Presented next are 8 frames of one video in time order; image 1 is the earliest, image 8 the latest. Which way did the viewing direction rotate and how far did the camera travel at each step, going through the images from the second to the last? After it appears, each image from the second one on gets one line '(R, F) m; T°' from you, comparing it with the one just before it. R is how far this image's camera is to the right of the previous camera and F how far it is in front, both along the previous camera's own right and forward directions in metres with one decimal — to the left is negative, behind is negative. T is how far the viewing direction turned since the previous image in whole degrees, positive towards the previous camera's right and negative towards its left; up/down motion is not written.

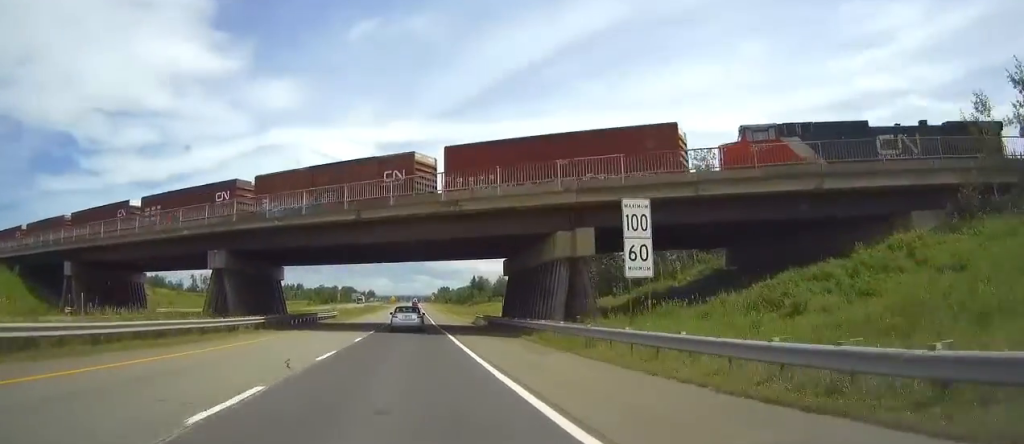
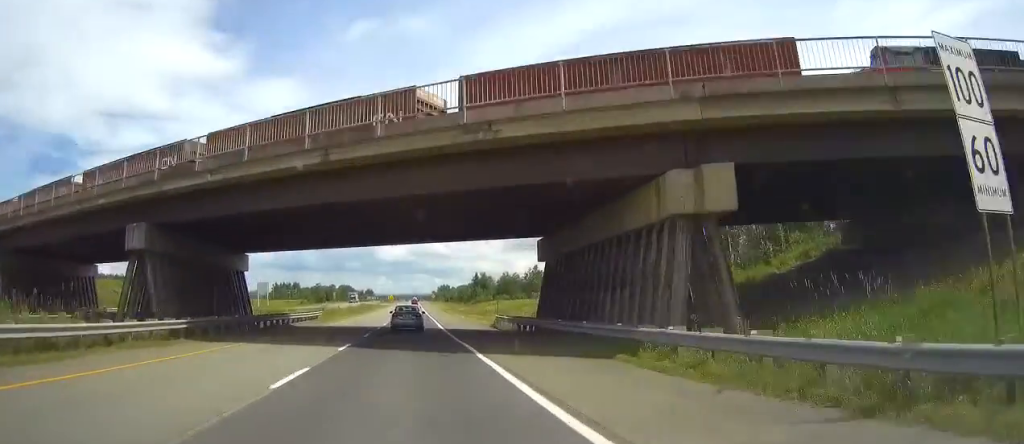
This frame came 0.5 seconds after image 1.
(+0.1, +14.3) m; 0°
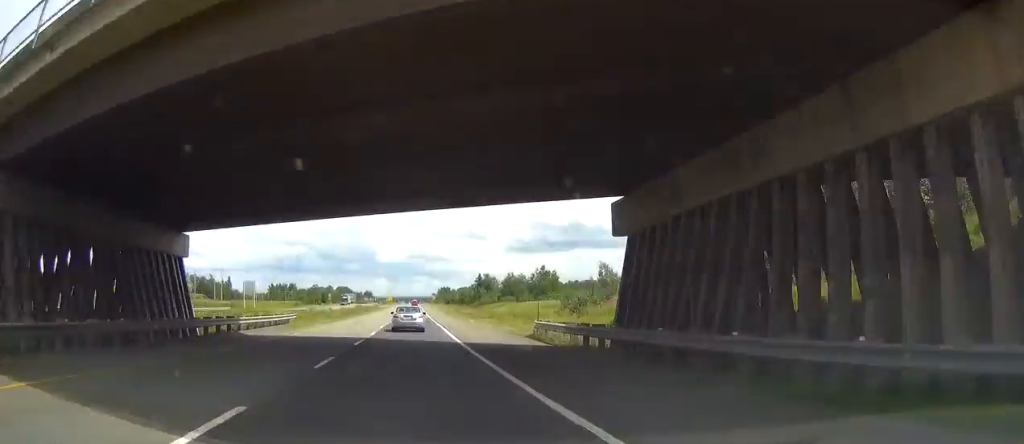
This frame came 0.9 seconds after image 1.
(0.0, +14.3) m; 0°
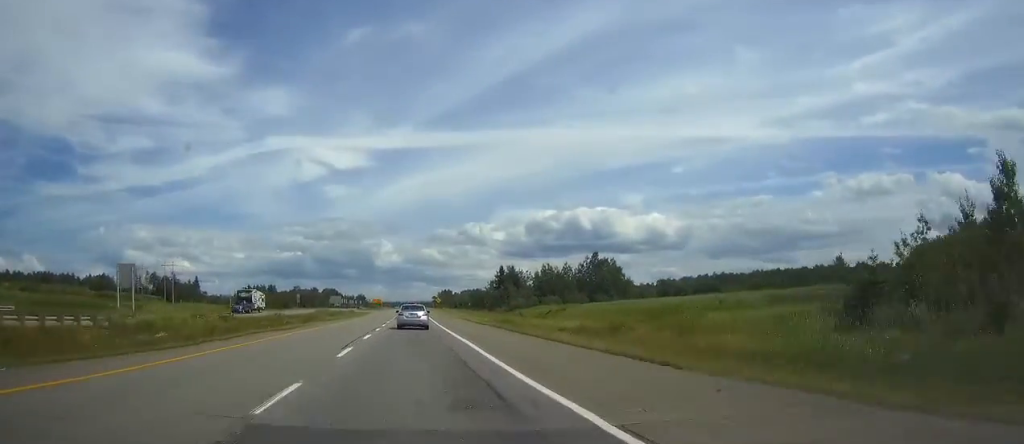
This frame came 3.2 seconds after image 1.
(+0.1, +69.2) m; +1°
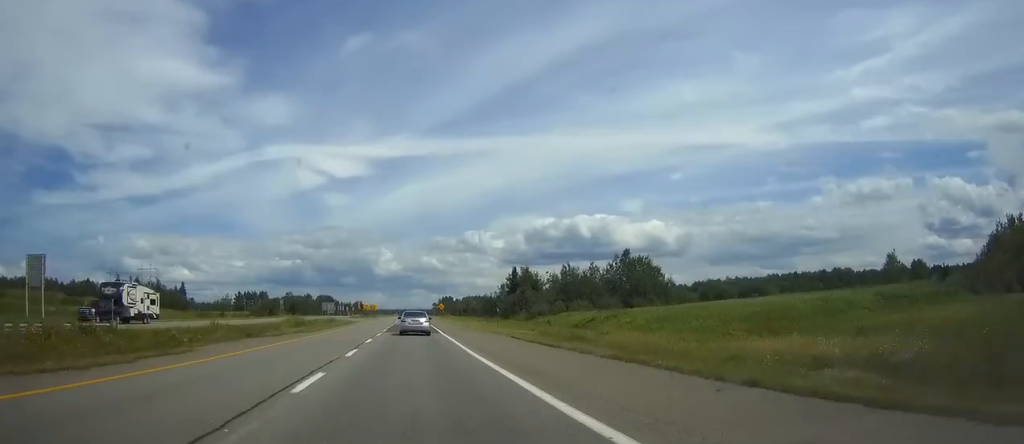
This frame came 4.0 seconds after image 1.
(+0.1, +24.3) m; 0°
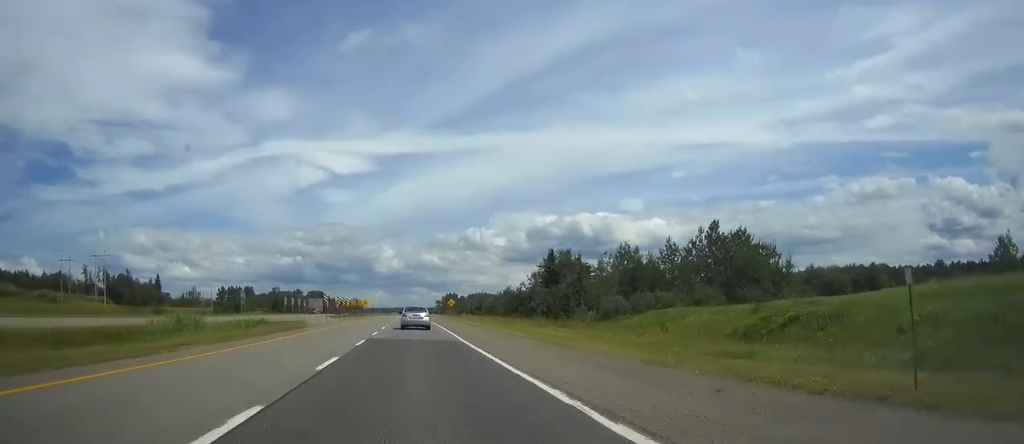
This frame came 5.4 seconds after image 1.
(-0.2, +41.5) m; 0°
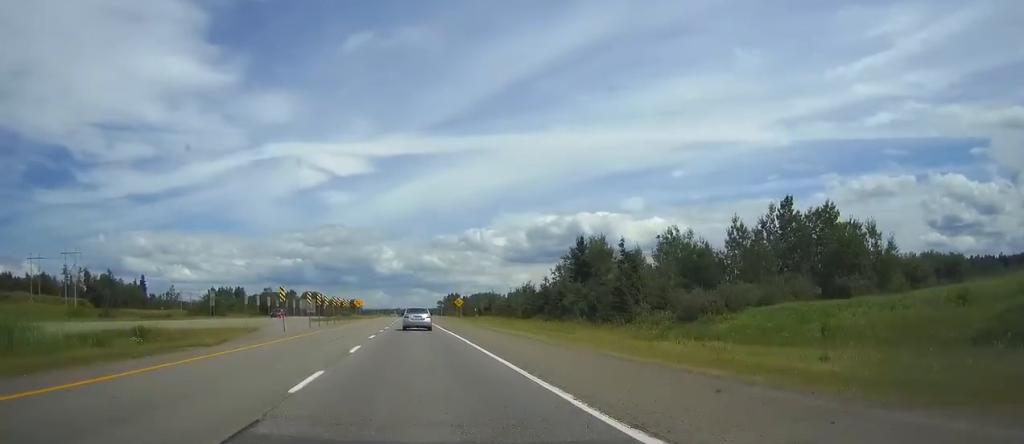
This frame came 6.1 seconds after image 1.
(0.0, +21.3) m; 0°
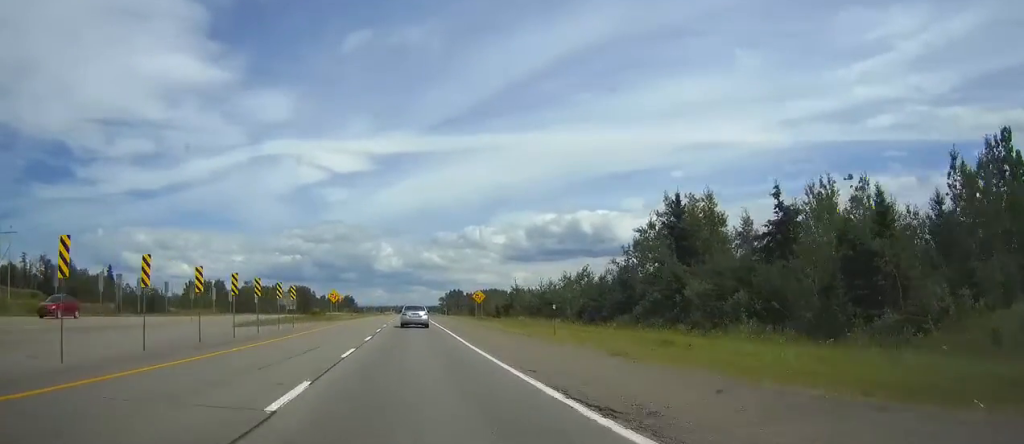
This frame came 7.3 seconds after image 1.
(0.0, +37.5) m; 0°
